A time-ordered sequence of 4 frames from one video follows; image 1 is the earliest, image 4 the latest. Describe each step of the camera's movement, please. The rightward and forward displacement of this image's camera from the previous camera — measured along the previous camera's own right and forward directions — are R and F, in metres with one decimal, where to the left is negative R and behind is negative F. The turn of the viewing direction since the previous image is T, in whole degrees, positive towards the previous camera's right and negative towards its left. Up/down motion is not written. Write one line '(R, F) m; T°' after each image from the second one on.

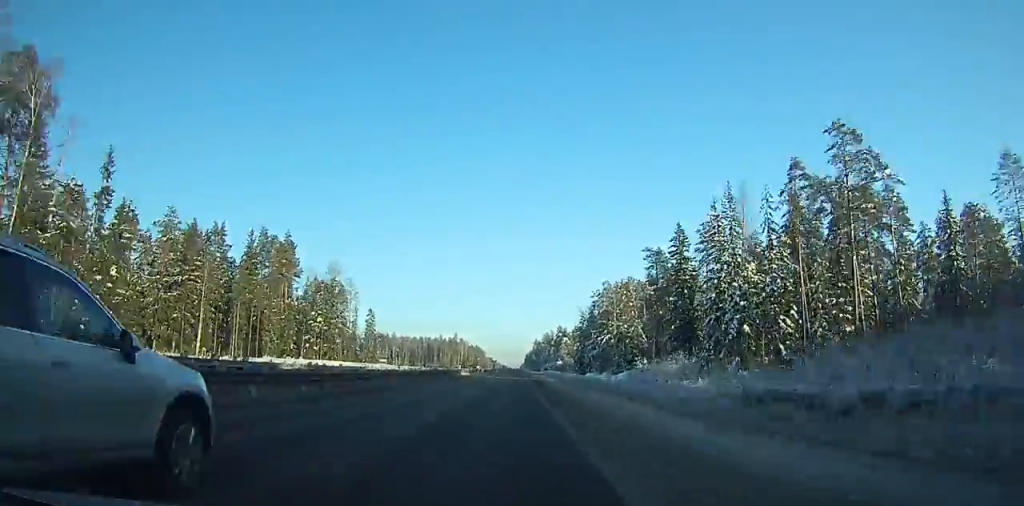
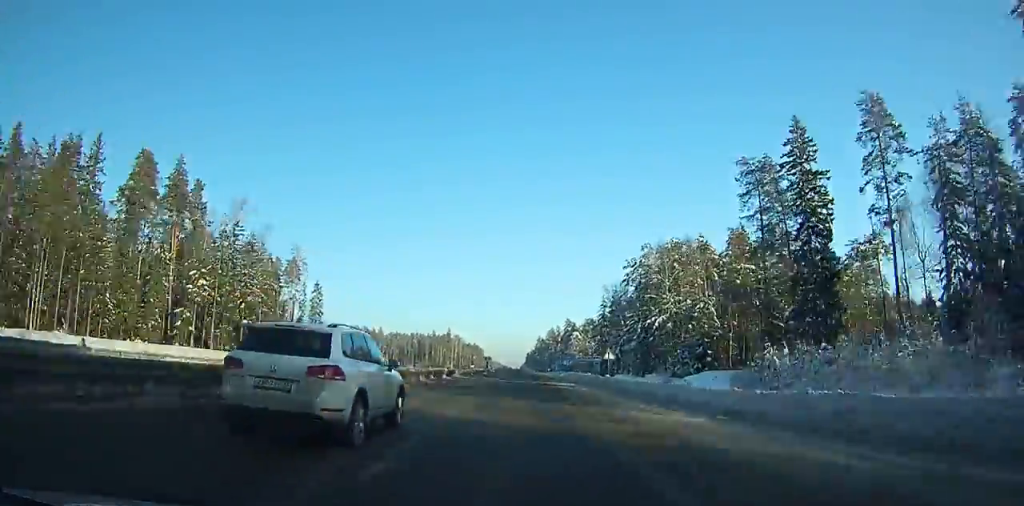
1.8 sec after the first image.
(0.0, +55.8) m; 0°
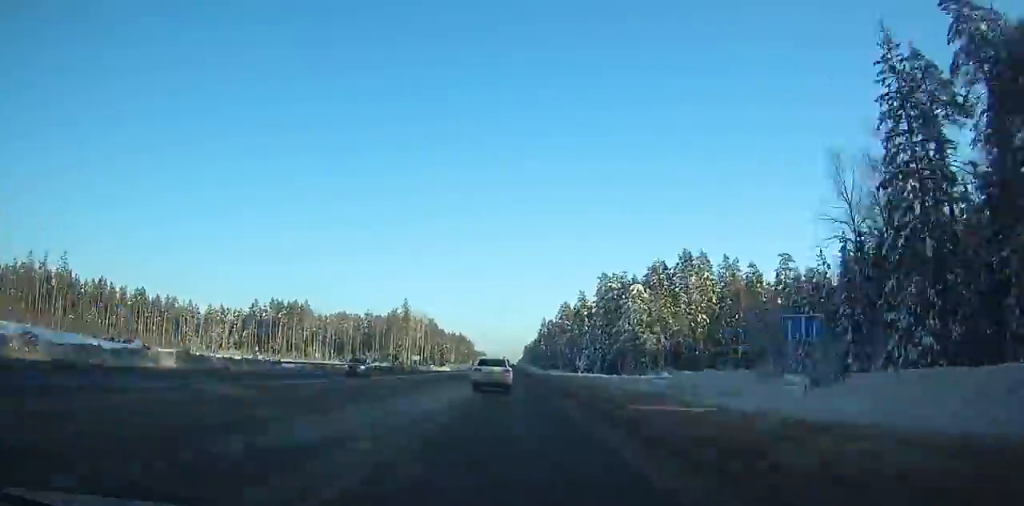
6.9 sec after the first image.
(0.0, +160.4) m; 0°
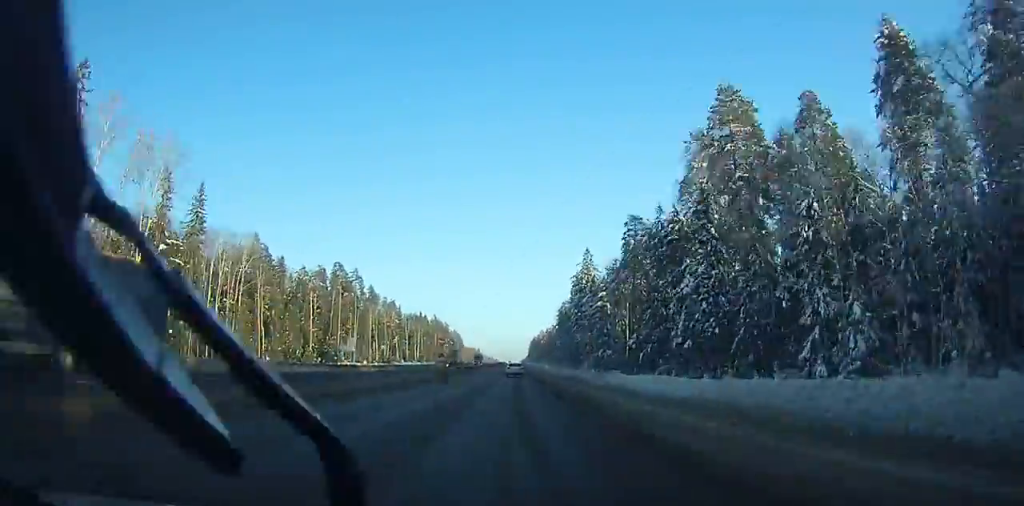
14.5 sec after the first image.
(-0.4, +228.4) m; 0°
